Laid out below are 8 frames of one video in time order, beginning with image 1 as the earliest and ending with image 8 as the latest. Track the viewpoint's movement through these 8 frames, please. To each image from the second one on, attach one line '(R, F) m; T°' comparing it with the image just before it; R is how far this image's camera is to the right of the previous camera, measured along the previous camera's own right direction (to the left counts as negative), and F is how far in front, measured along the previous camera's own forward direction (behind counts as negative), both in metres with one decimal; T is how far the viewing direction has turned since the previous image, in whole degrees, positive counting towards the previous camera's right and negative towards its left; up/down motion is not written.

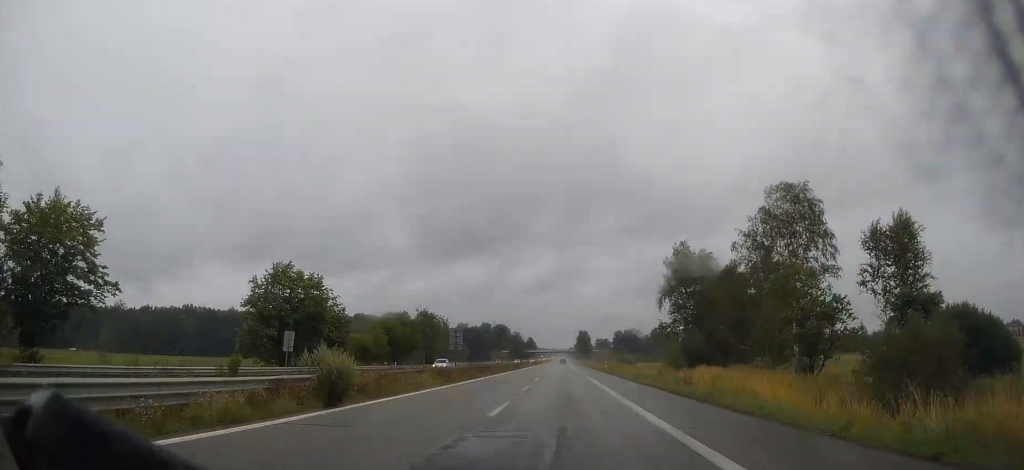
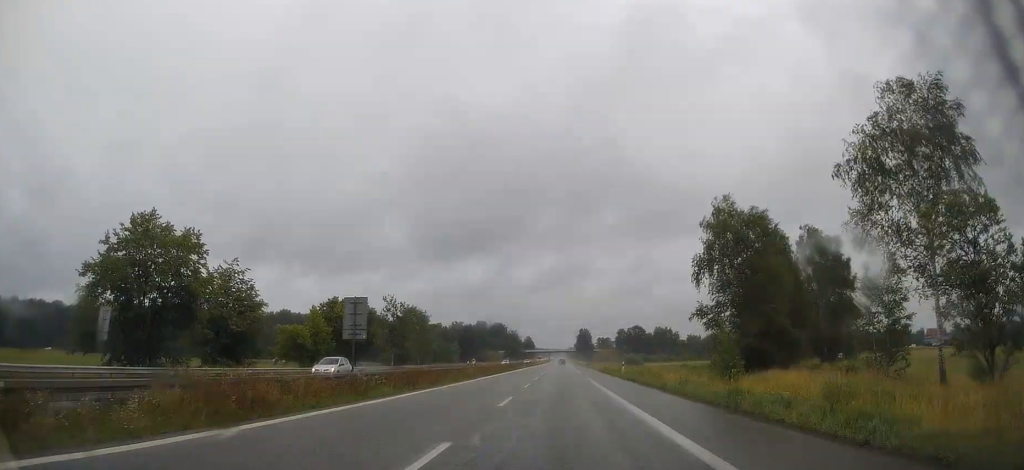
(+0.1, +21.1) m; -1°
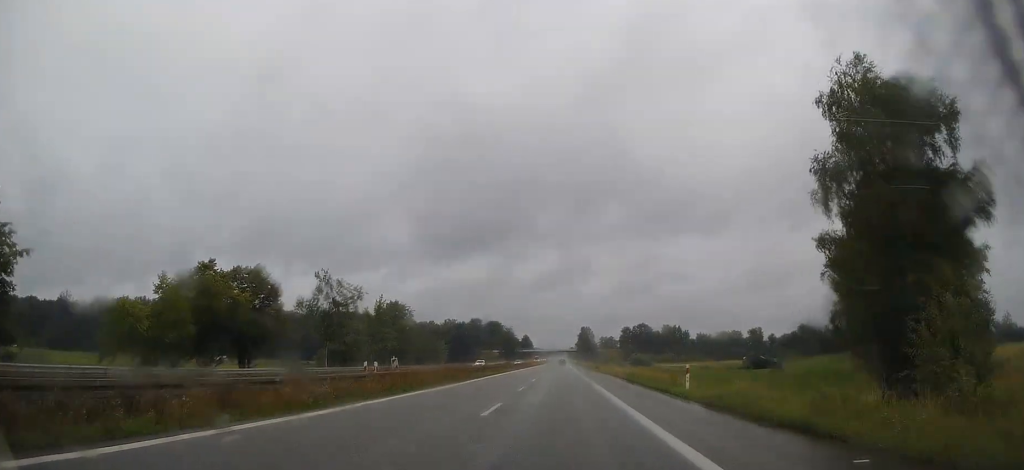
(-0.4, +27.0) m; 0°
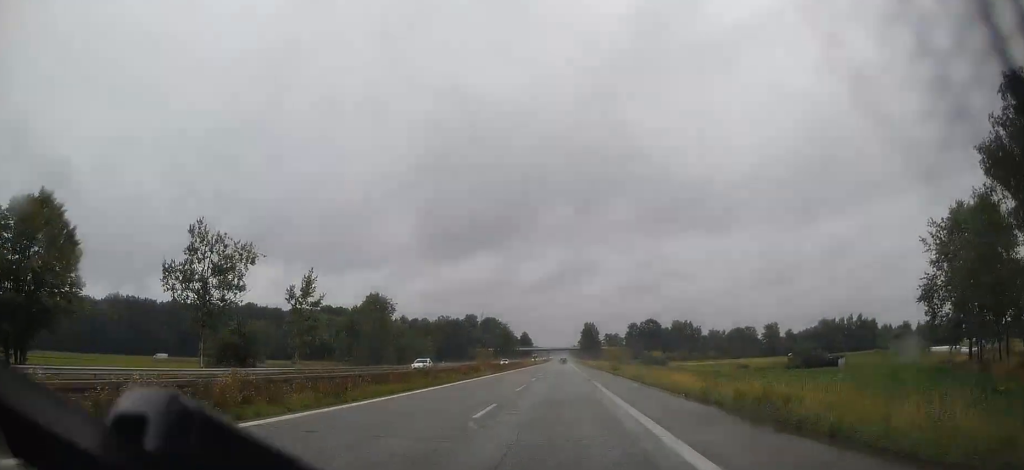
(+0.3, +25.1) m; 0°
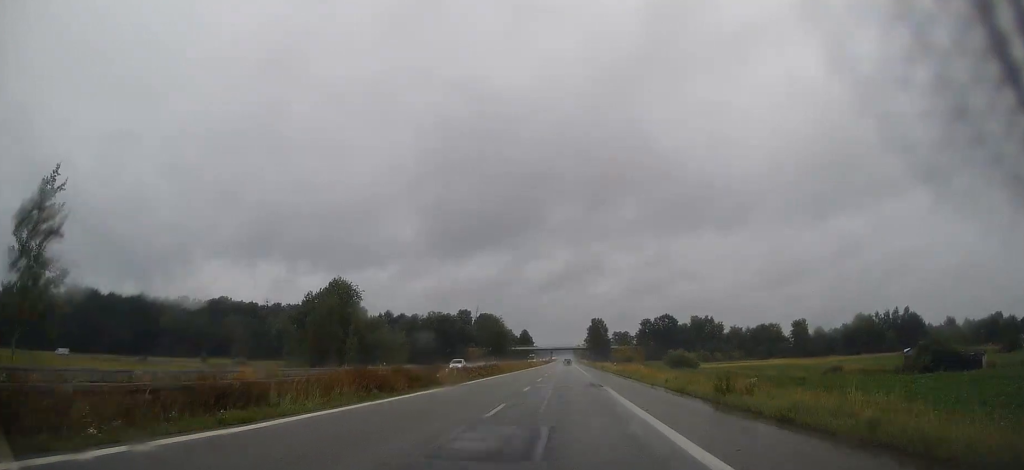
(-0.3, +35.8) m; 0°
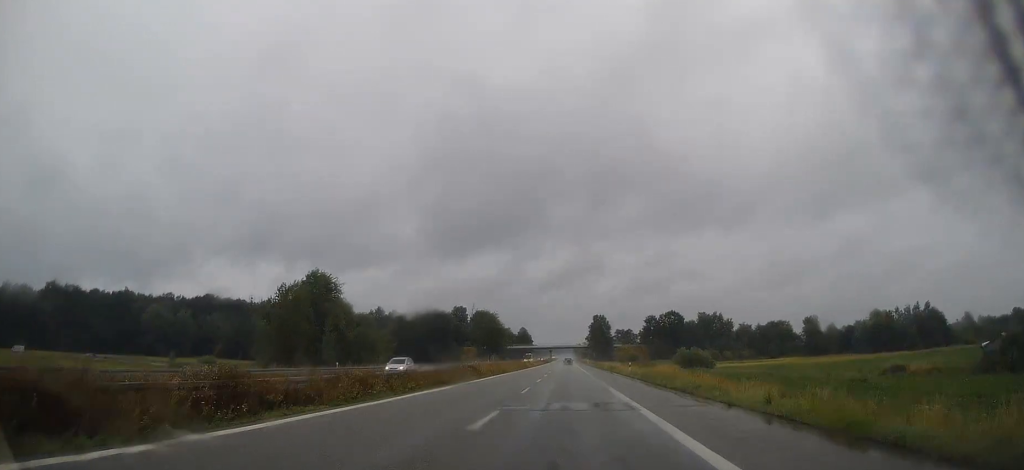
(+0.2, +14.6) m; 0°
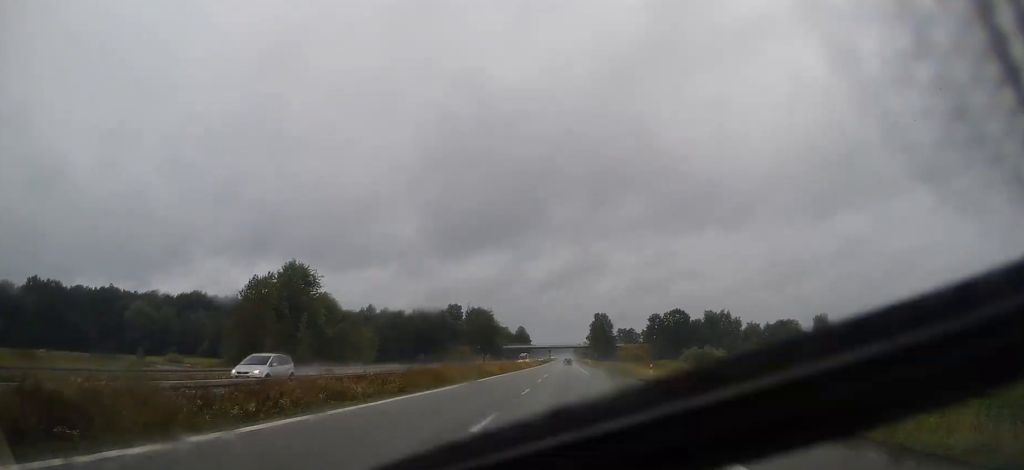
(+0.1, +12.6) m; 0°
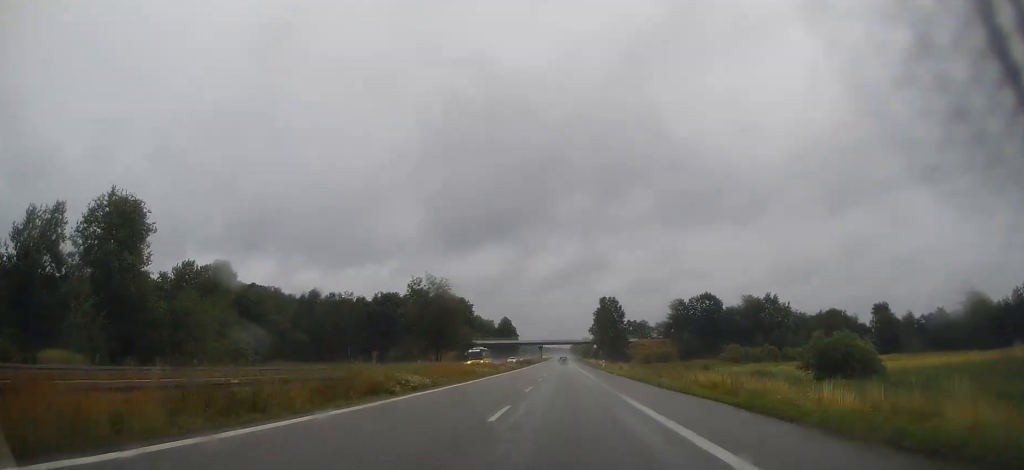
(-0.8, +58.6) m; -1°
